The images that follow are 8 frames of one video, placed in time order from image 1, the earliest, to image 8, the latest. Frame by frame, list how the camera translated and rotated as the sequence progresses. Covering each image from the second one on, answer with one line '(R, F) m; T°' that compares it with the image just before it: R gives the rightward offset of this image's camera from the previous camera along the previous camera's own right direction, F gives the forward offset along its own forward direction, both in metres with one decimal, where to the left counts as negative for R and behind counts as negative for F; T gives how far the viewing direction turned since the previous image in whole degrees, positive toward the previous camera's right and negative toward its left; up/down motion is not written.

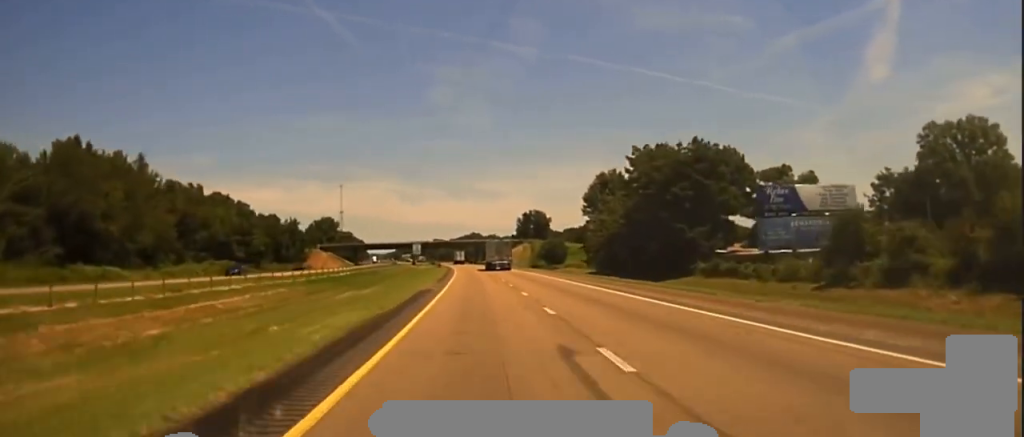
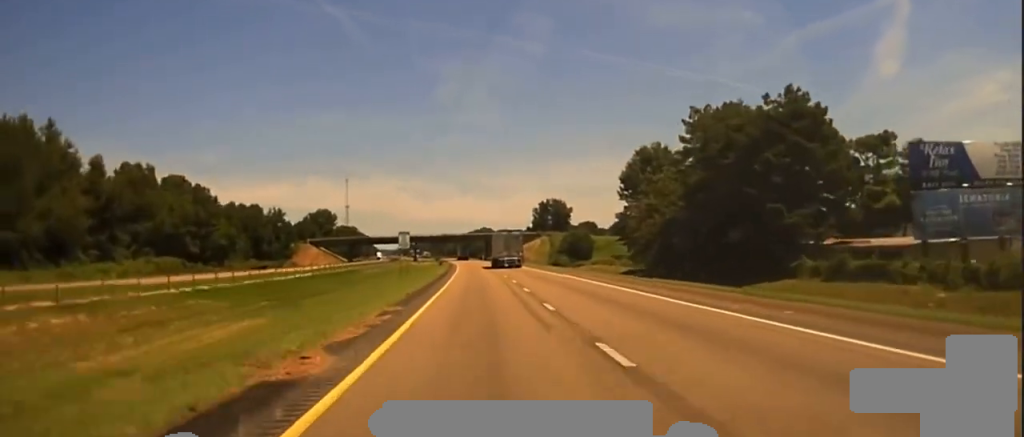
(-0.2, +29.7) m; 0°
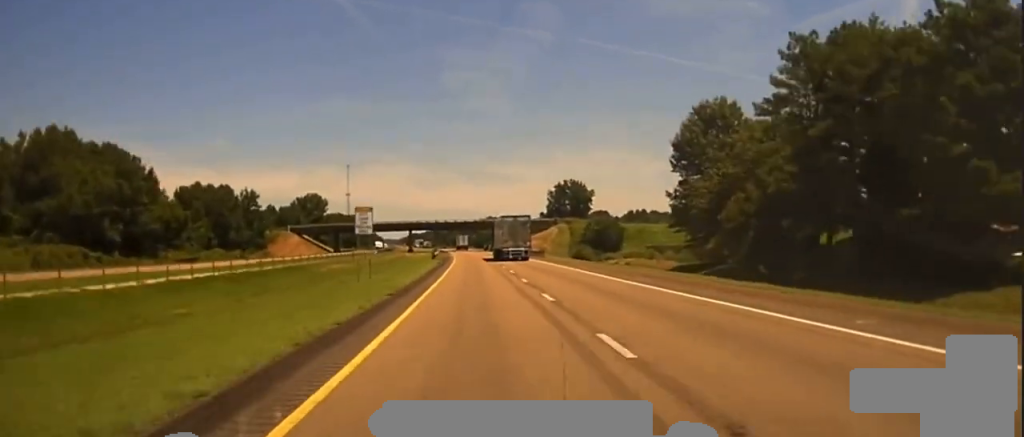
(-0.1, +30.7) m; 0°
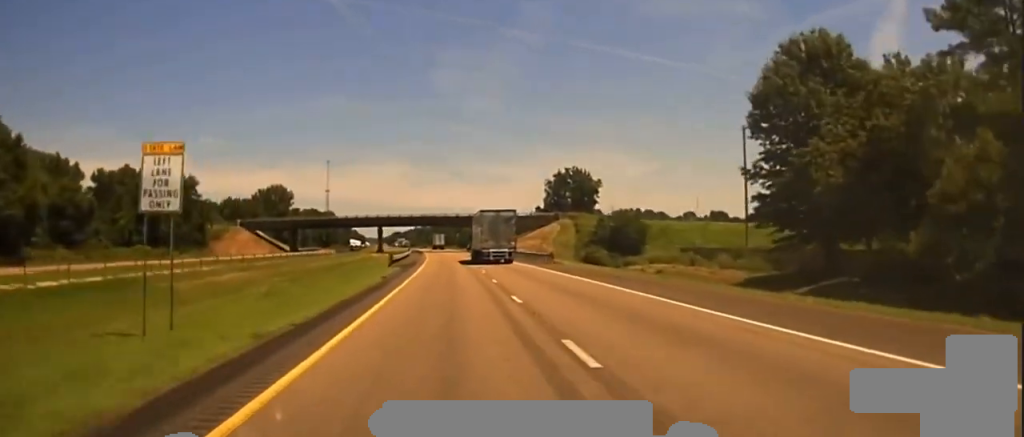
(0.0, +33.8) m; 0°
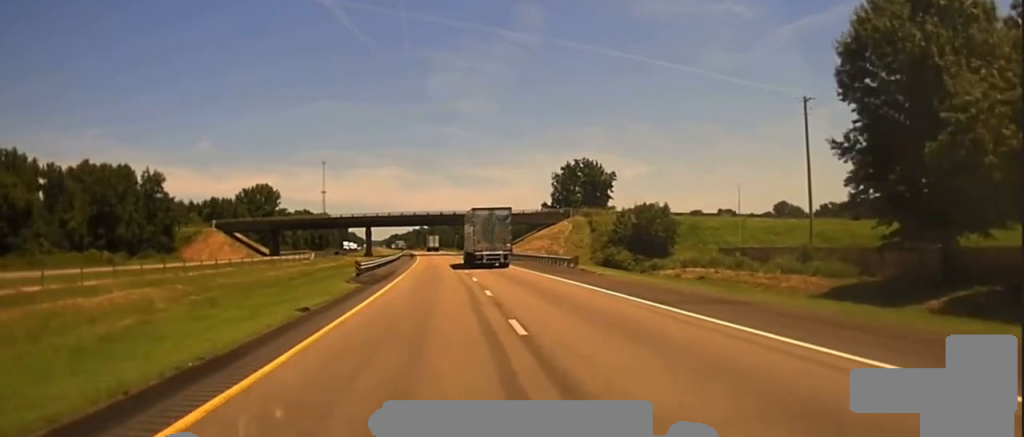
(+0.1, +19.5) m; 0°
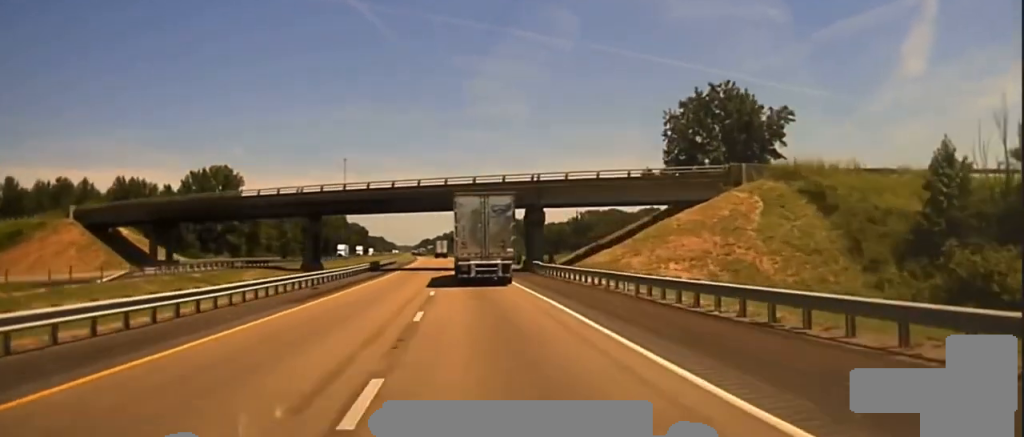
(-1.4, +87.2) m; -2°
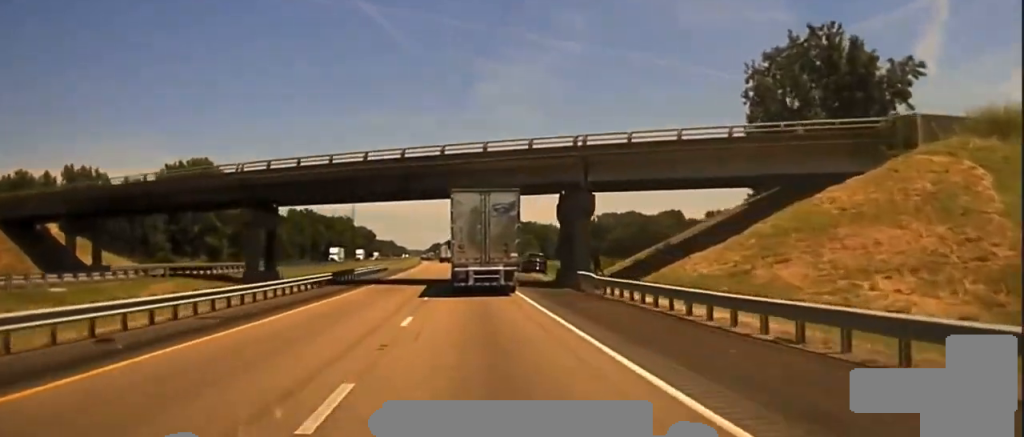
(-0.2, +27.4) m; -1°
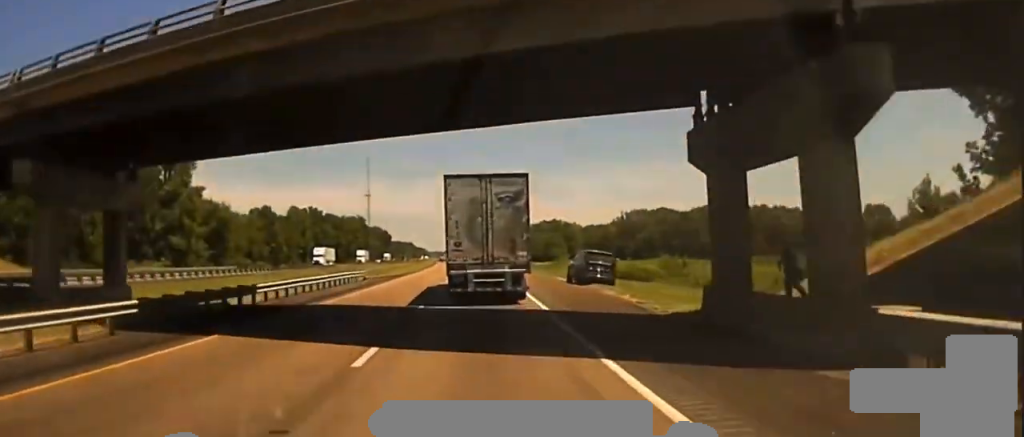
(-0.3, +33.5) m; -2°
